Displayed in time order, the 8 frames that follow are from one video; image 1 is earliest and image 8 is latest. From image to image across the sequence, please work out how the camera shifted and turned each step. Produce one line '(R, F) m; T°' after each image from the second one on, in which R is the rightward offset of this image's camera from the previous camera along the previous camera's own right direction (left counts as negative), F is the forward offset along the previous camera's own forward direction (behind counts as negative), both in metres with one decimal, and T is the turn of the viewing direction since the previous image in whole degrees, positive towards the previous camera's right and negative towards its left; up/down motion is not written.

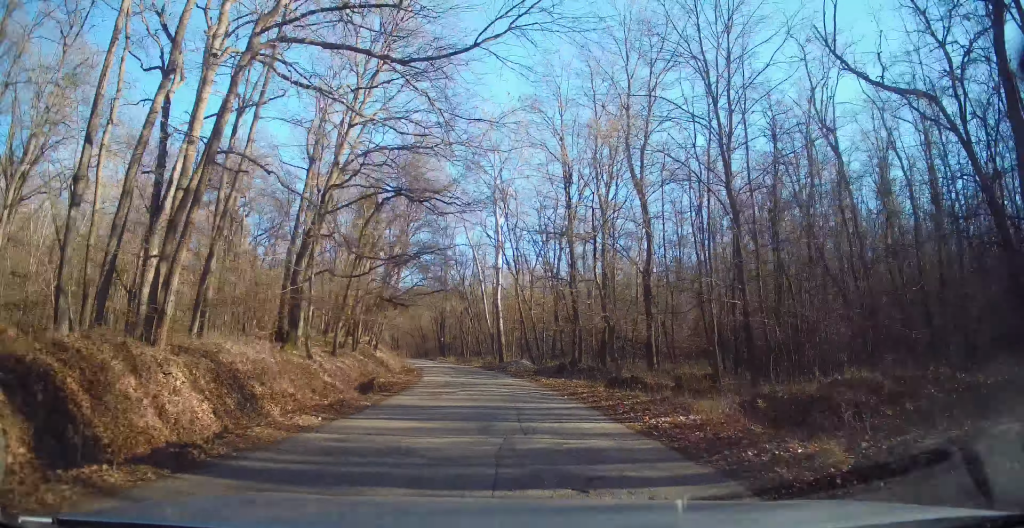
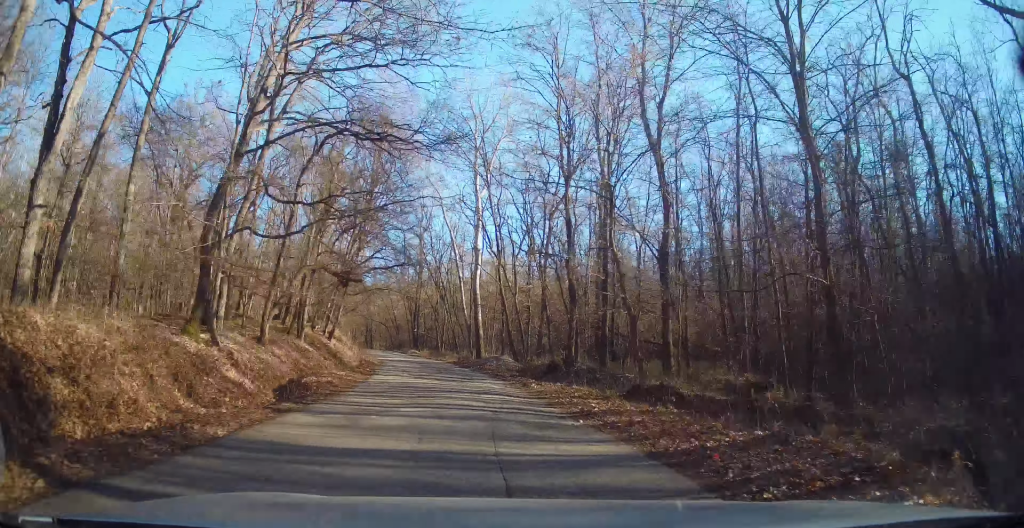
(-0.2, +6.2) m; 0°
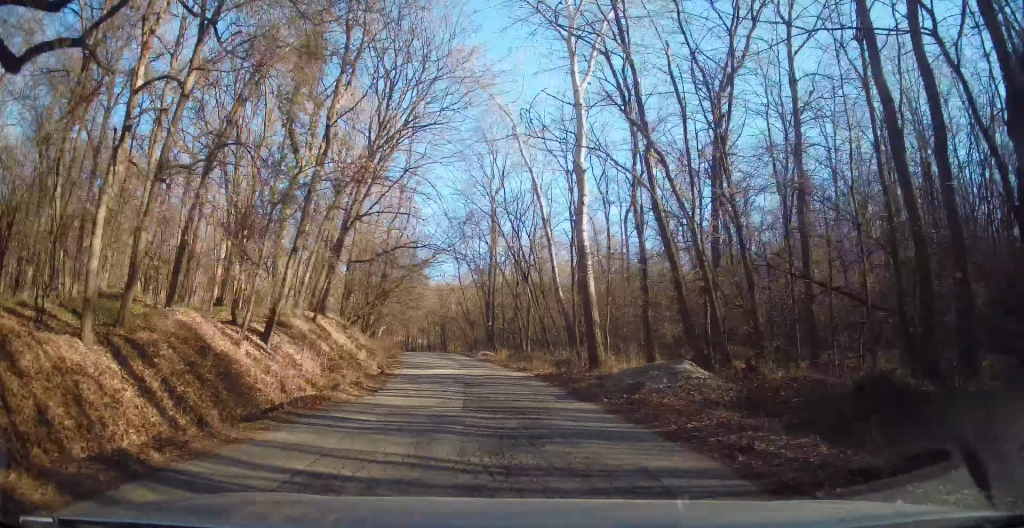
(-0.4, +19.6) m; -4°
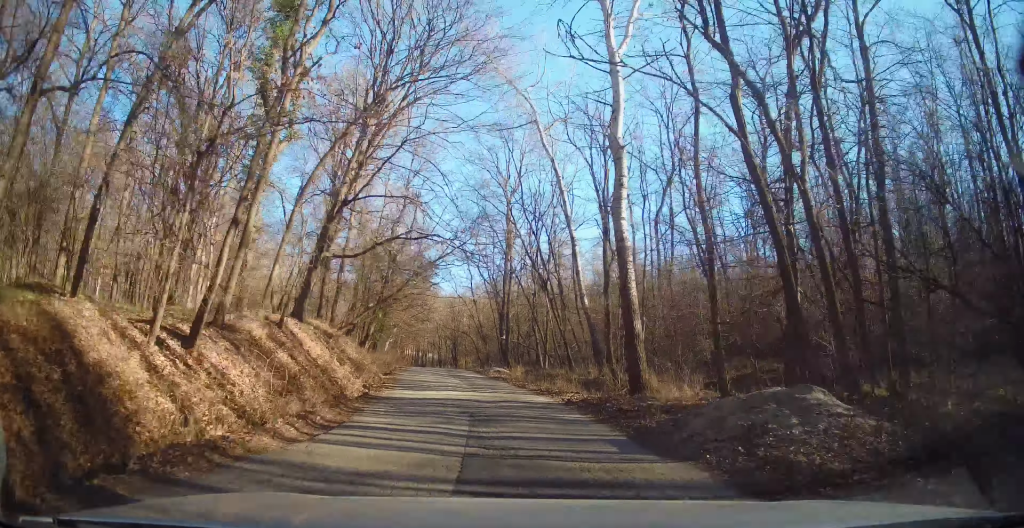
(-0.4, +4.7) m; -1°
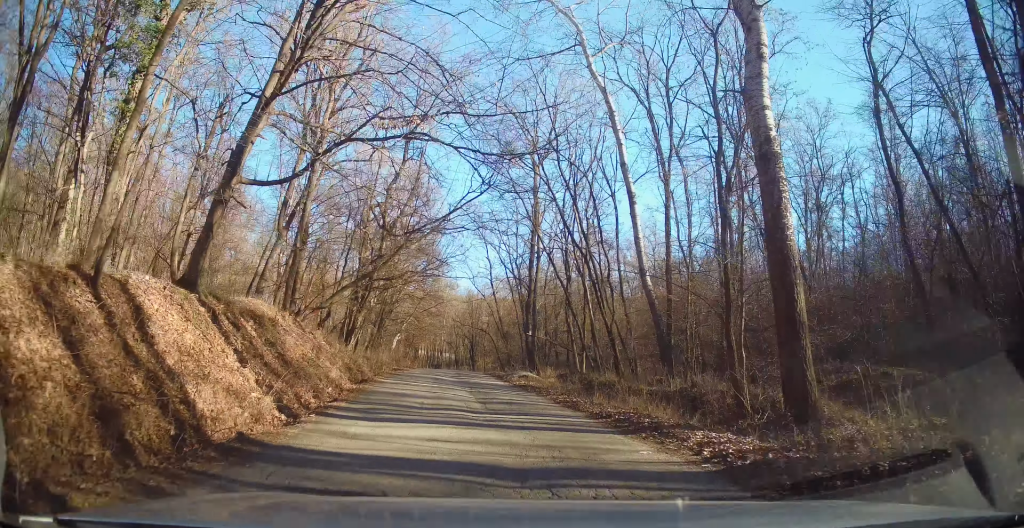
(+0.1, +9.1) m; -1°
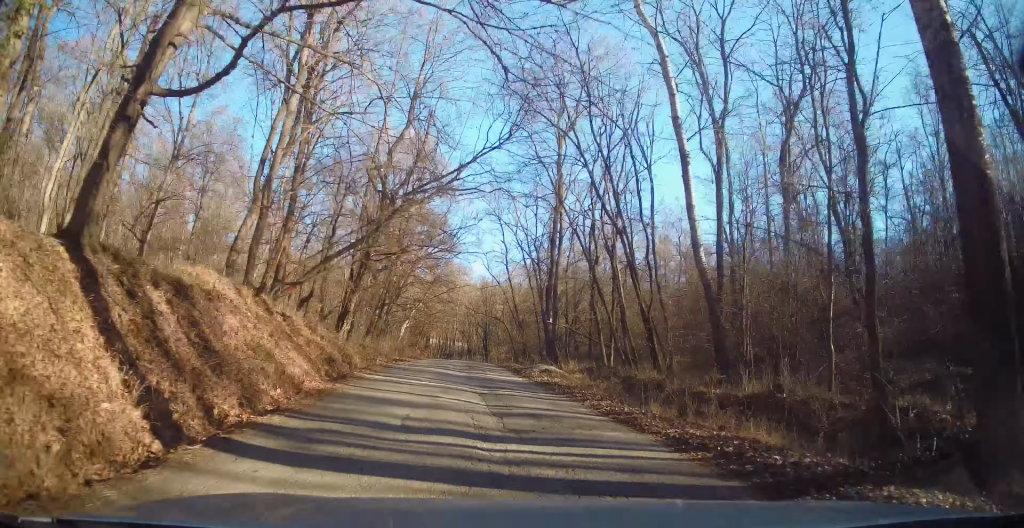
(+0.2, +4.4) m; 0°
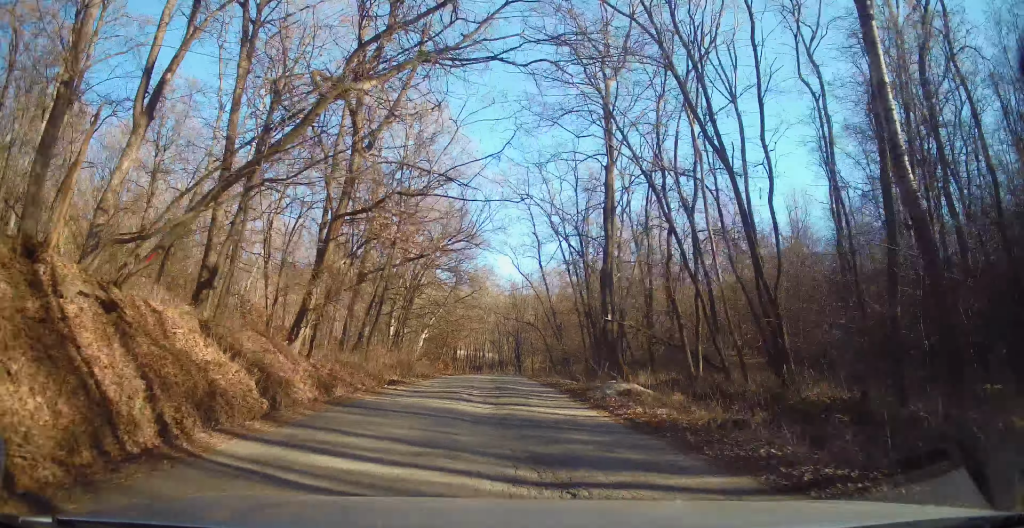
(-0.5, +9.1) m; -5°
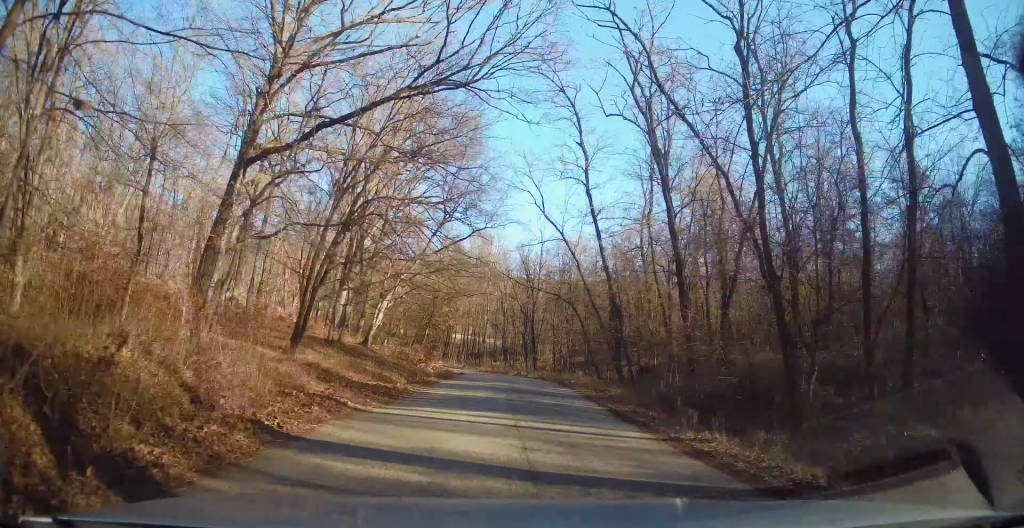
(-1.4, +22.2) m; -4°
